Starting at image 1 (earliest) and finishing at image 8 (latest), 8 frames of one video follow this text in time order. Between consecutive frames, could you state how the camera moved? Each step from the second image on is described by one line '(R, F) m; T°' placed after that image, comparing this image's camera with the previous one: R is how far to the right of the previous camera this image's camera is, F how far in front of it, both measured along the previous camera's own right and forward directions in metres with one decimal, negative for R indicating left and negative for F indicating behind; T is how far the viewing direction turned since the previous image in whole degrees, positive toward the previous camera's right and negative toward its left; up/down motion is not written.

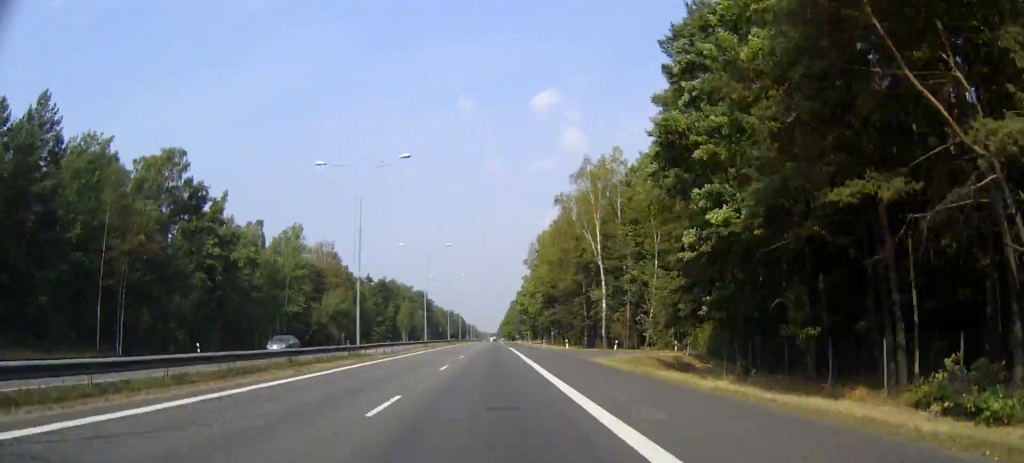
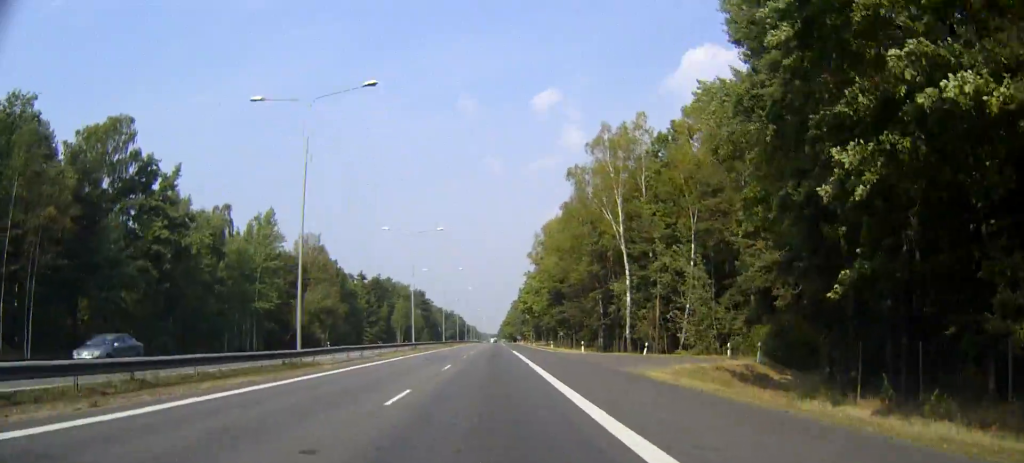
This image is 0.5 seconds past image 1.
(0.0, +13.8) m; 0°
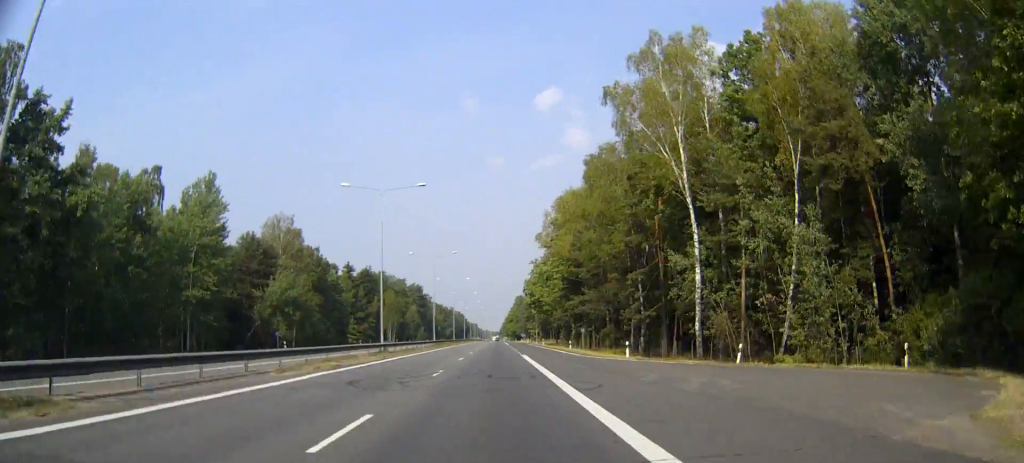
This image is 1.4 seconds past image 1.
(0.0, +21.7) m; 0°
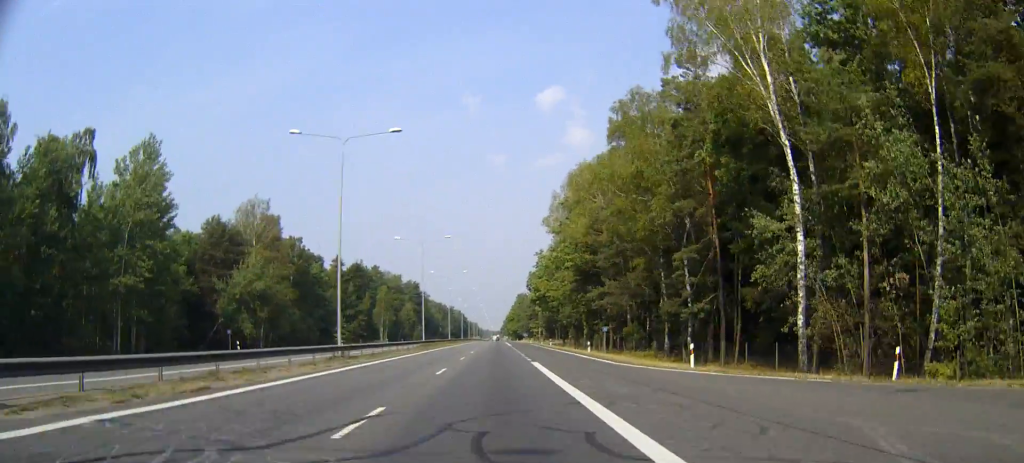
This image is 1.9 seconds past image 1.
(0.0, +14.8) m; 0°
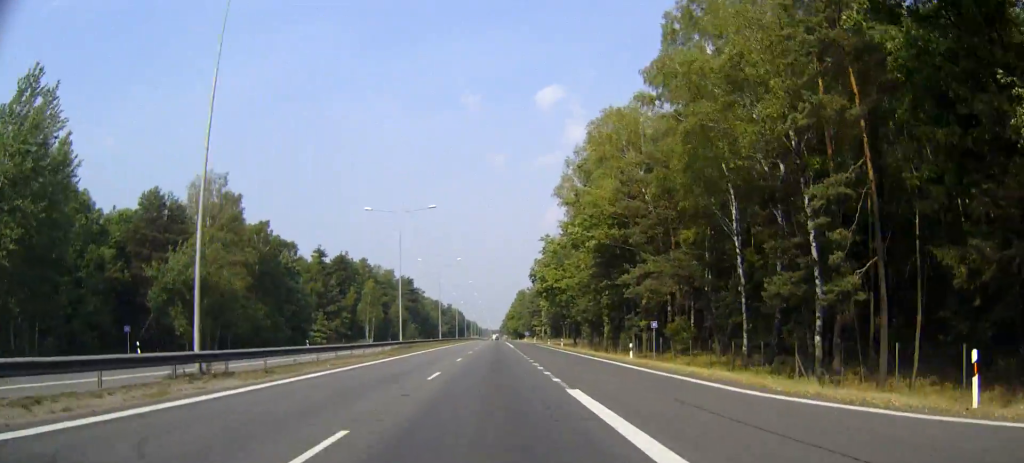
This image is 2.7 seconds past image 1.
(0.0, +19.2) m; 0°
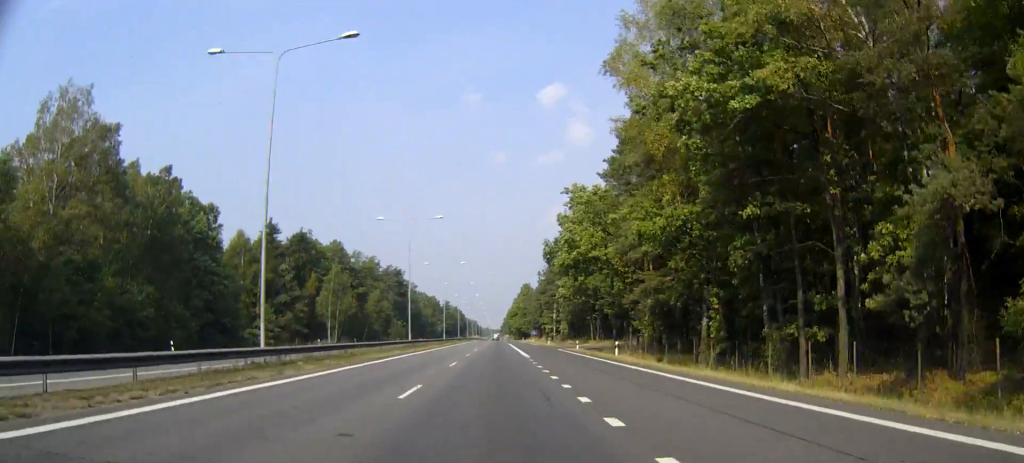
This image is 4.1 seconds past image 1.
(+0.1, +38.4) m; 0°
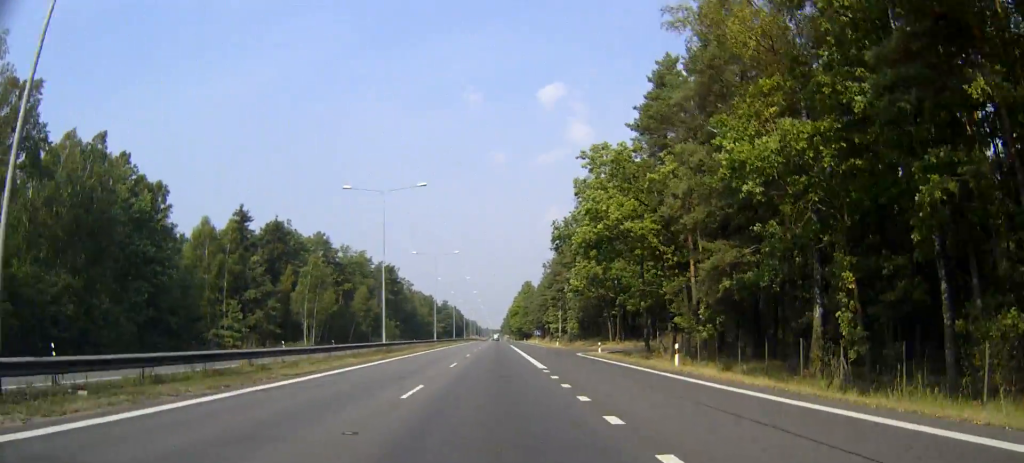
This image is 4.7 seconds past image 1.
(0.0, +15.7) m; 0°
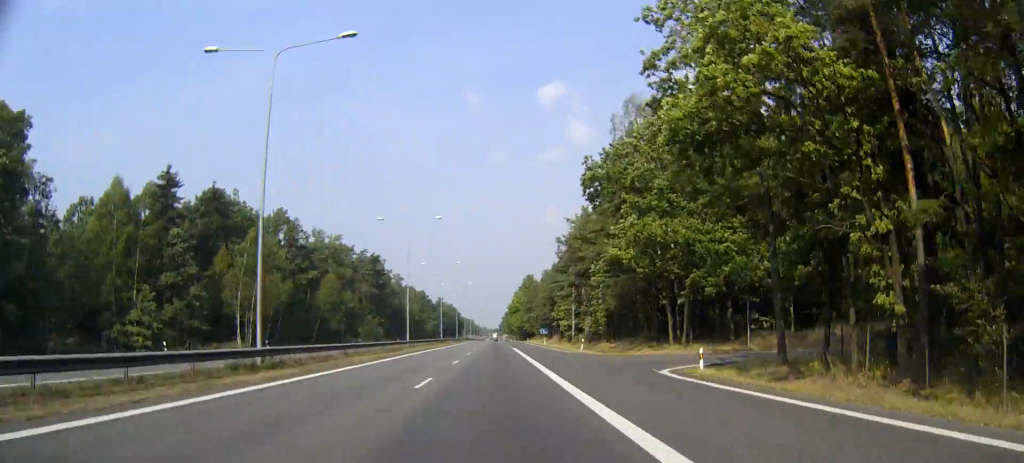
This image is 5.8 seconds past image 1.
(-0.1, +28.7) m; 0°
